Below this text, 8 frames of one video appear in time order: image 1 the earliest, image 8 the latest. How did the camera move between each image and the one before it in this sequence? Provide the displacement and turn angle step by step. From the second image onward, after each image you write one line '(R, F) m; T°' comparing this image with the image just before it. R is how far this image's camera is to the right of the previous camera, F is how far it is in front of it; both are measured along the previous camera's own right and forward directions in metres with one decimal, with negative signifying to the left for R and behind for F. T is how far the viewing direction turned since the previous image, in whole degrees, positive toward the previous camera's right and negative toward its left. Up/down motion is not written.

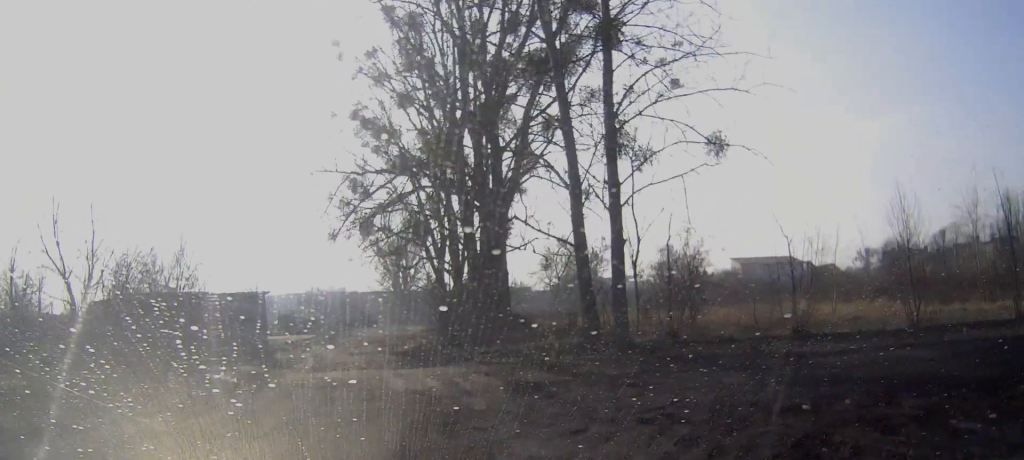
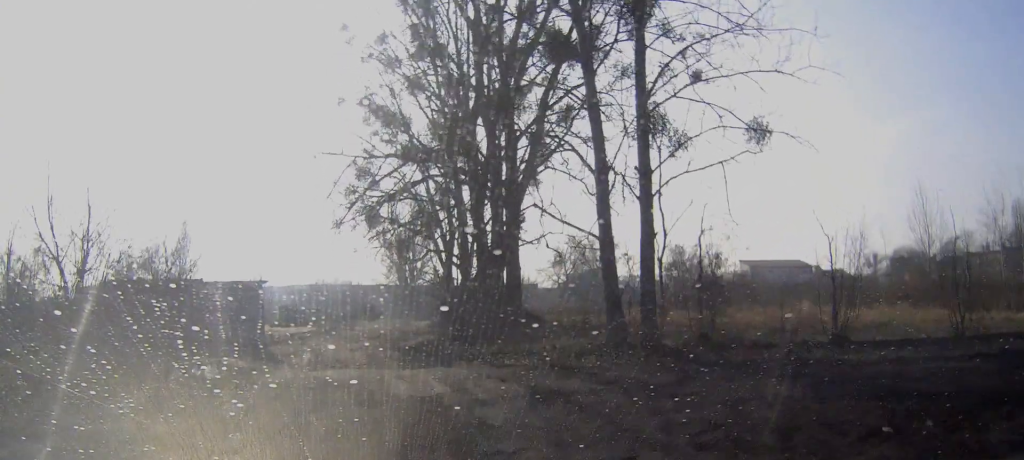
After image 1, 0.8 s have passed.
(0.0, +1.7) m; -2°
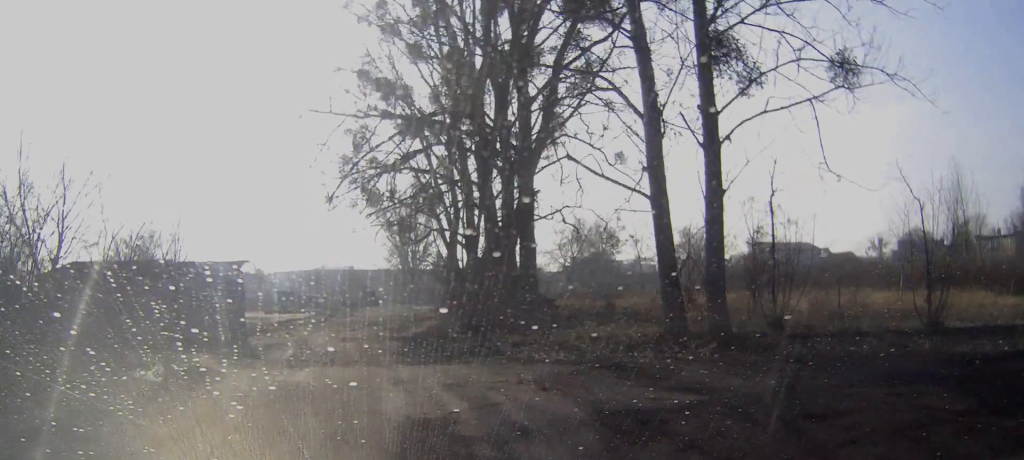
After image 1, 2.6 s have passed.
(-0.1, +3.6) m; -2°
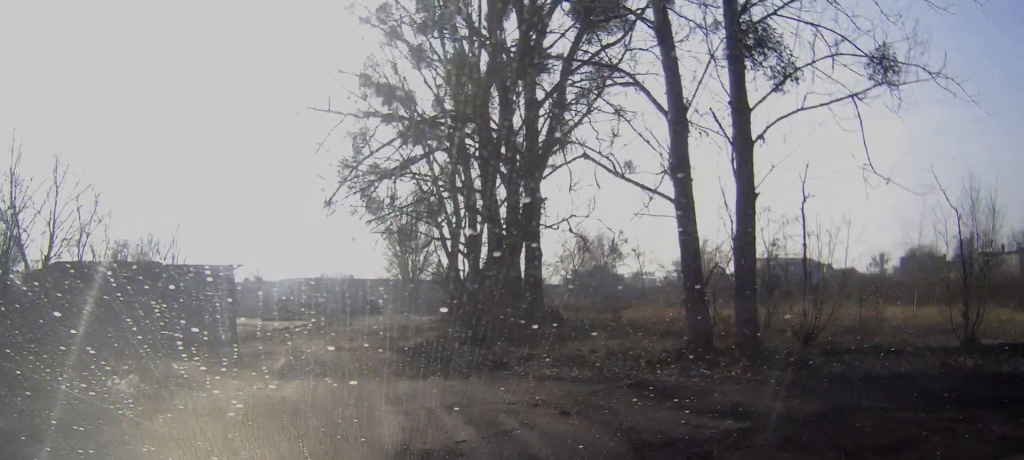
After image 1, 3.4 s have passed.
(0.0, +1.3) m; +2°
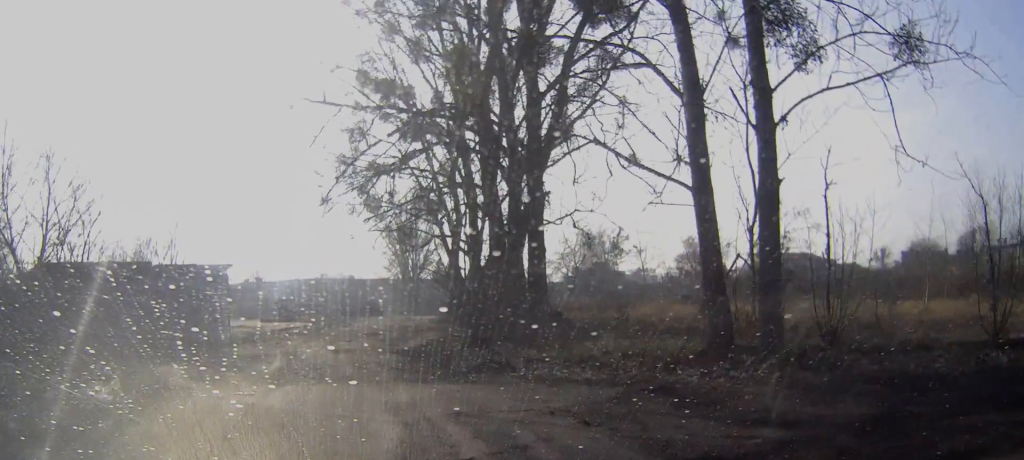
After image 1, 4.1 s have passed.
(0.0, +0.9) m; 0°
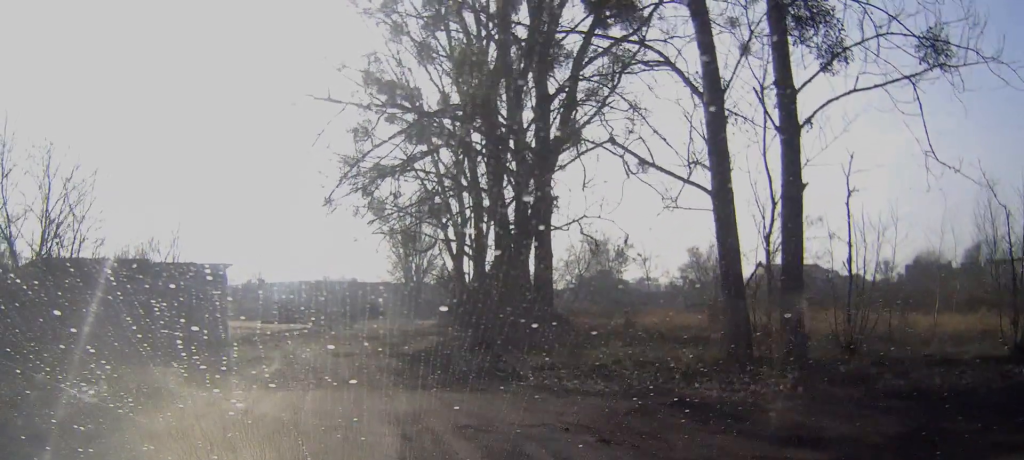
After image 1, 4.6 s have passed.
(0.0, +0.6) m; 0°
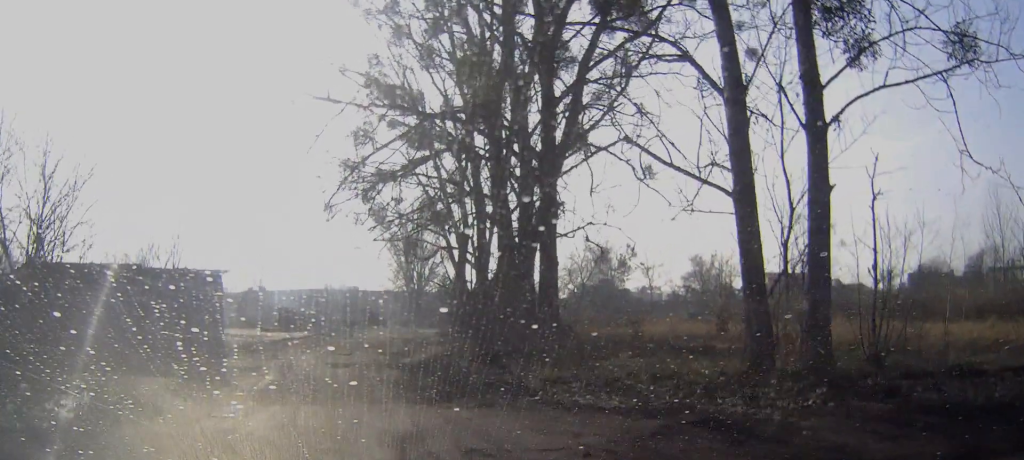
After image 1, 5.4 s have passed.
(0.0, +0.8) m; 0°
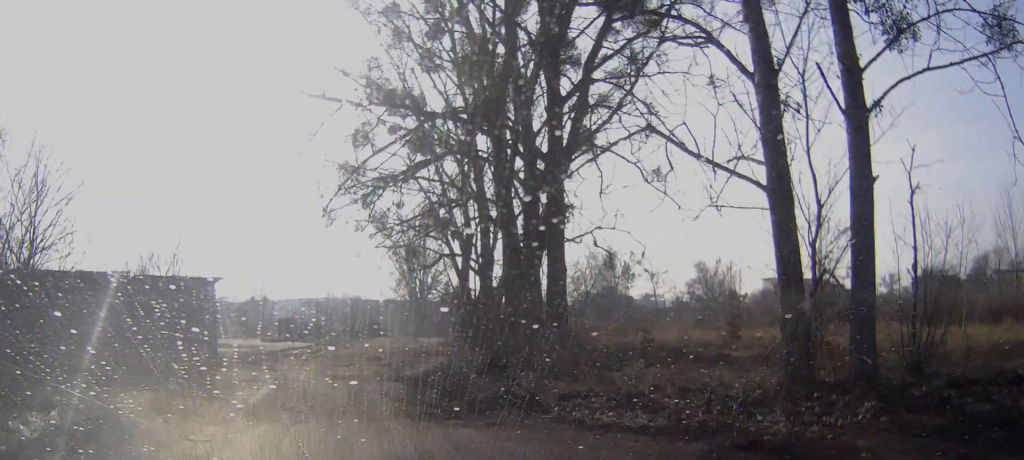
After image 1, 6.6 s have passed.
(0.0, +0.8) m; 0°
